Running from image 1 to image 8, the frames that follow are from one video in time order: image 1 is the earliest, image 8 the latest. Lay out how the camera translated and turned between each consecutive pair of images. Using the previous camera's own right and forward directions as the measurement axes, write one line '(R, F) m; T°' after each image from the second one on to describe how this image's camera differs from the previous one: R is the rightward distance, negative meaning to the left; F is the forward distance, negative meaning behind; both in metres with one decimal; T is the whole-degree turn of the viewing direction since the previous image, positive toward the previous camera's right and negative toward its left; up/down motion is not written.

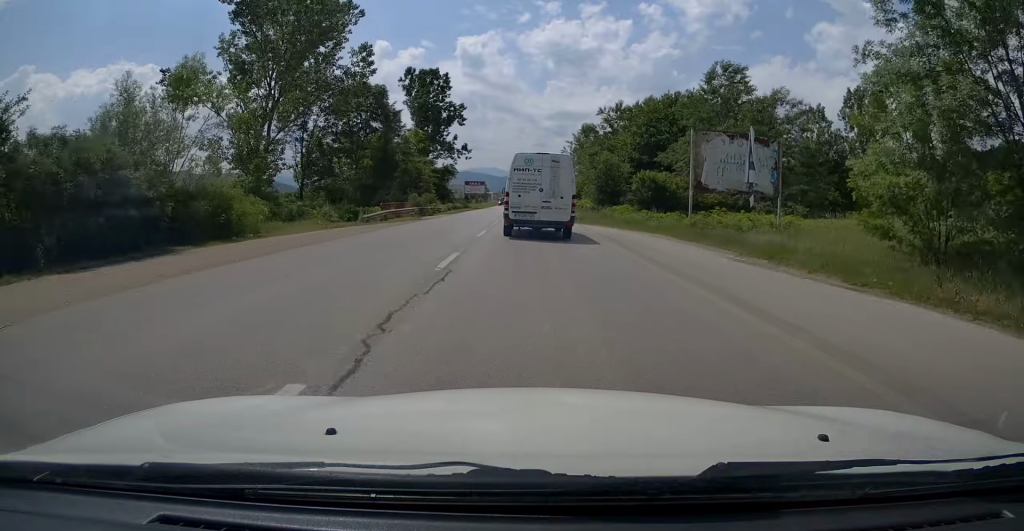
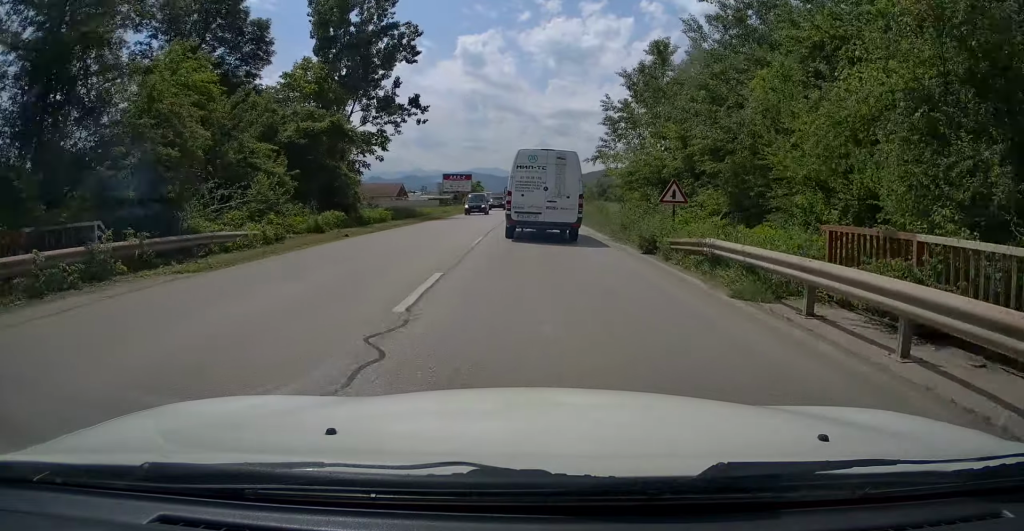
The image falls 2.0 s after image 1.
(-0.4, +39.5) m; -1°
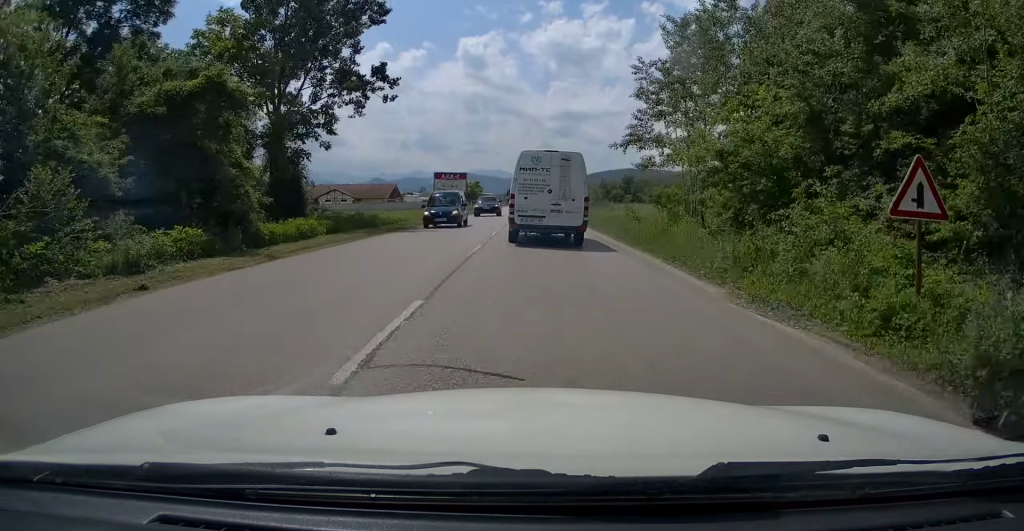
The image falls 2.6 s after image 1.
(0.0, +11.2) m; 0°
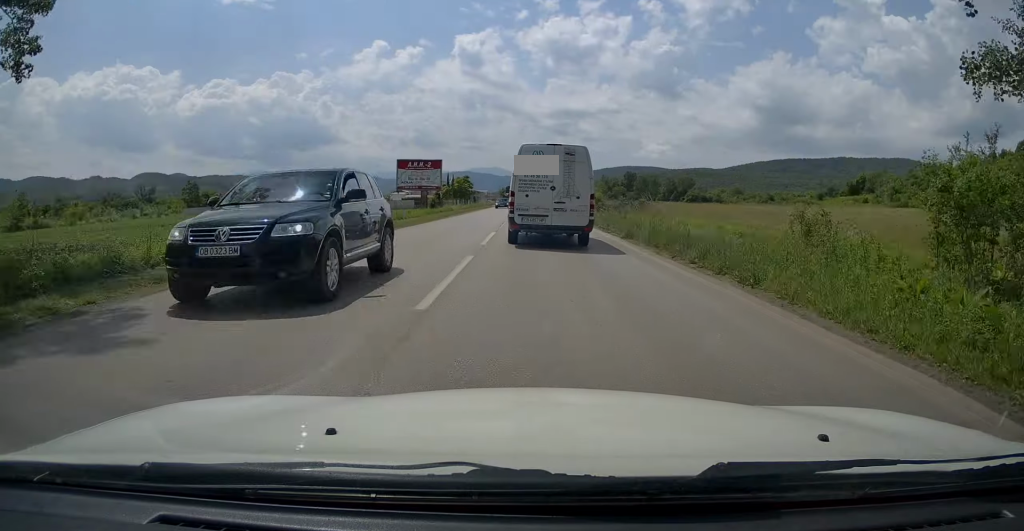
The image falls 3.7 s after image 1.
(-0.1, +23.1) m; 0°
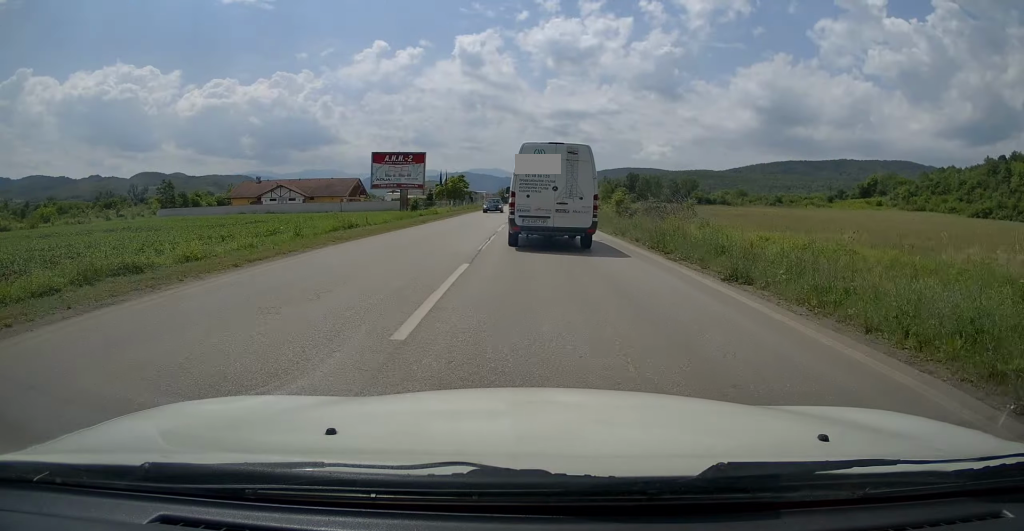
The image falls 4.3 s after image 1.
(-0.1, +10.5) m; 0°
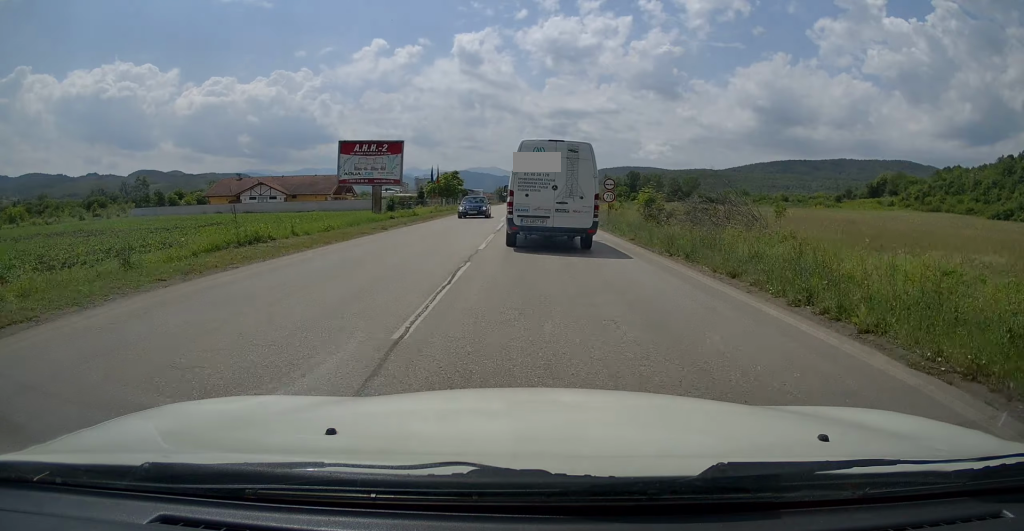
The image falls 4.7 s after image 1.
(0.0, +9.1) m; 0°
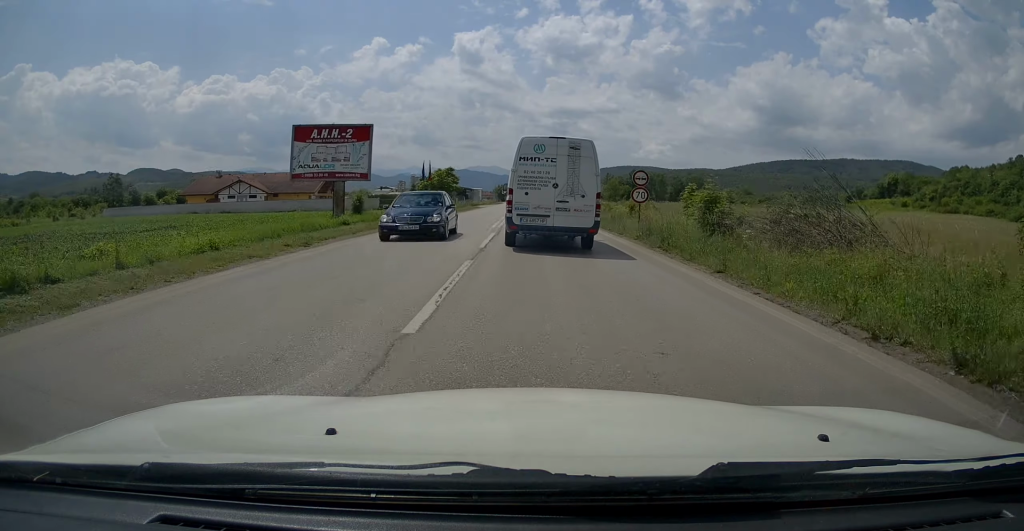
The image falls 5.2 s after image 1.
(+0.1, +9.0) m; 0°
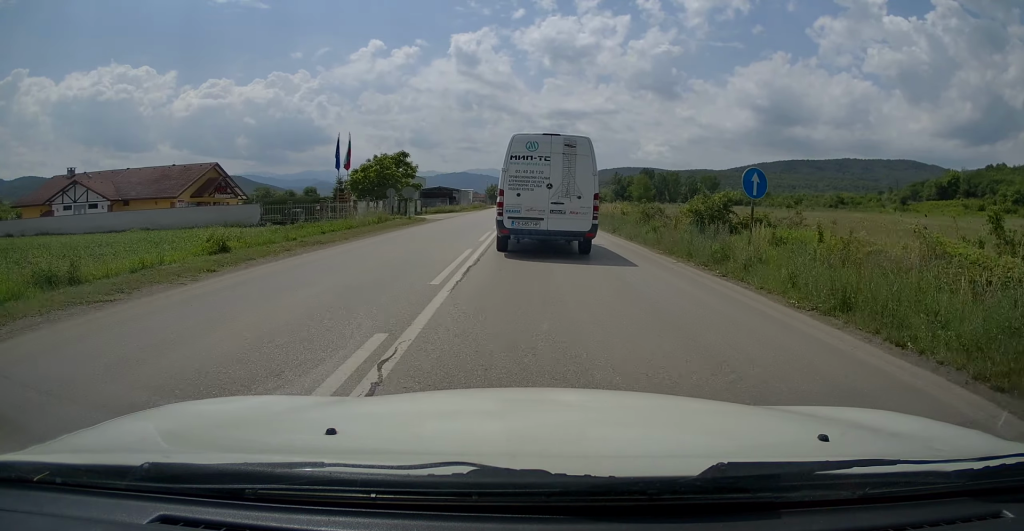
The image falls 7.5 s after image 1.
(+0.2, +44.2) m; +1°
